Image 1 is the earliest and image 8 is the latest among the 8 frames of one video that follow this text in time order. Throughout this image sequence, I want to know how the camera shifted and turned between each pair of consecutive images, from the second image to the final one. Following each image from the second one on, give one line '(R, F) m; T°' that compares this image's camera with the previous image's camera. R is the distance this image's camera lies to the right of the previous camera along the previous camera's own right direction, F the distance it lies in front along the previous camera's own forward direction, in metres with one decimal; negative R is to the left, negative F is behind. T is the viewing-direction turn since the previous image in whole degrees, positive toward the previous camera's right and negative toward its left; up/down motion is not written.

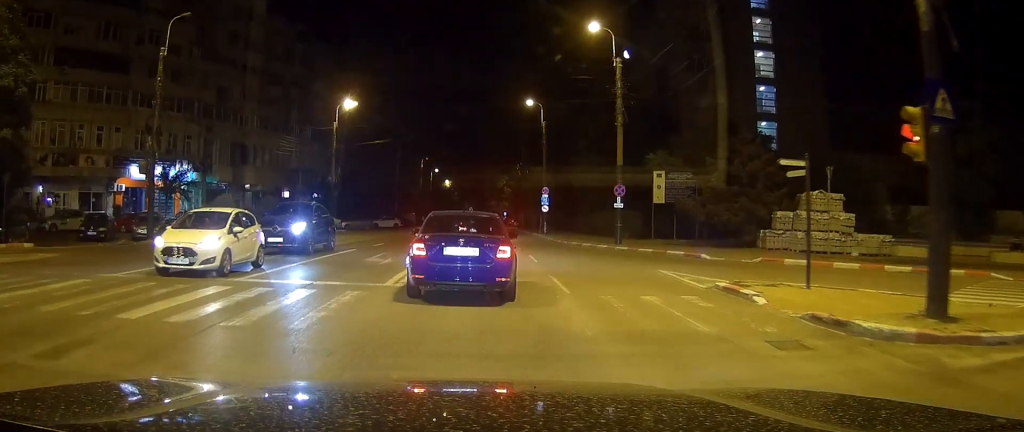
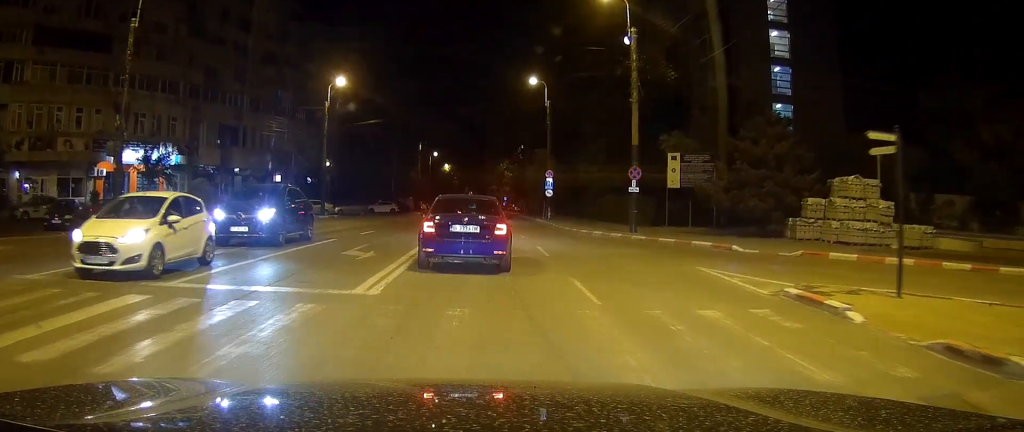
(0.0, +3.6) m; 0°
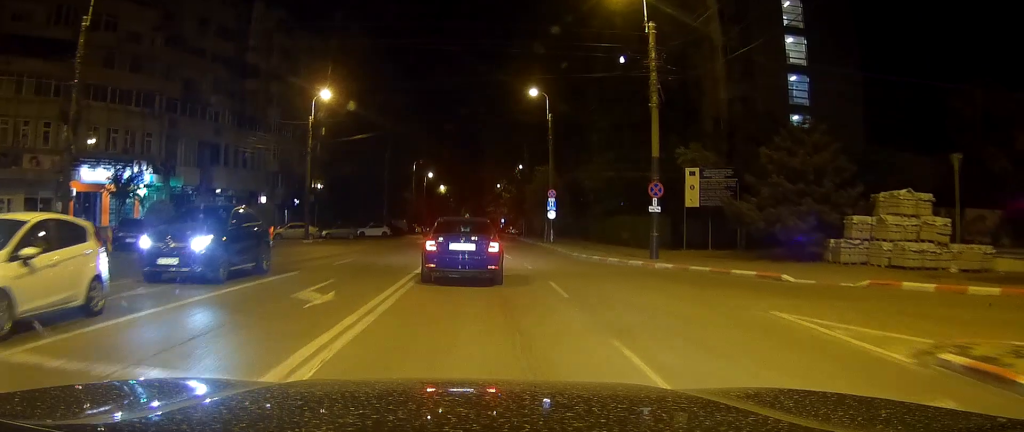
(0.0, +4.6) m; 0°
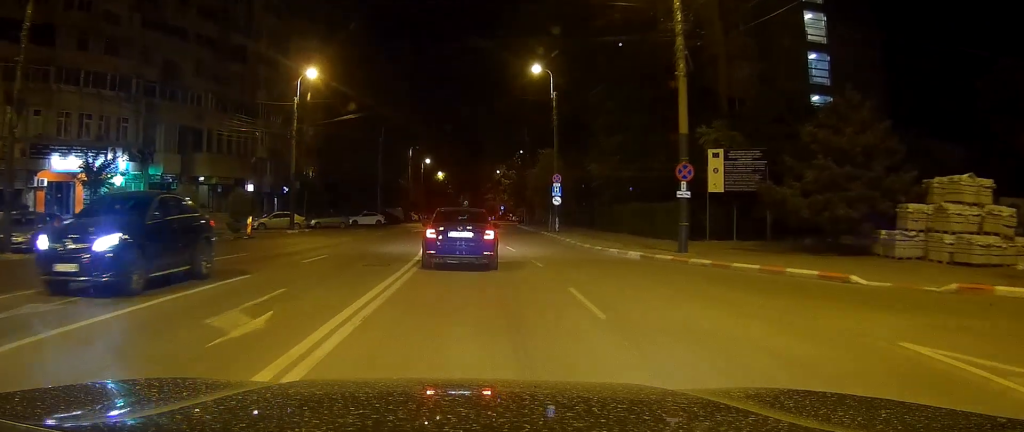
(0.0, +4.4) m; 0°
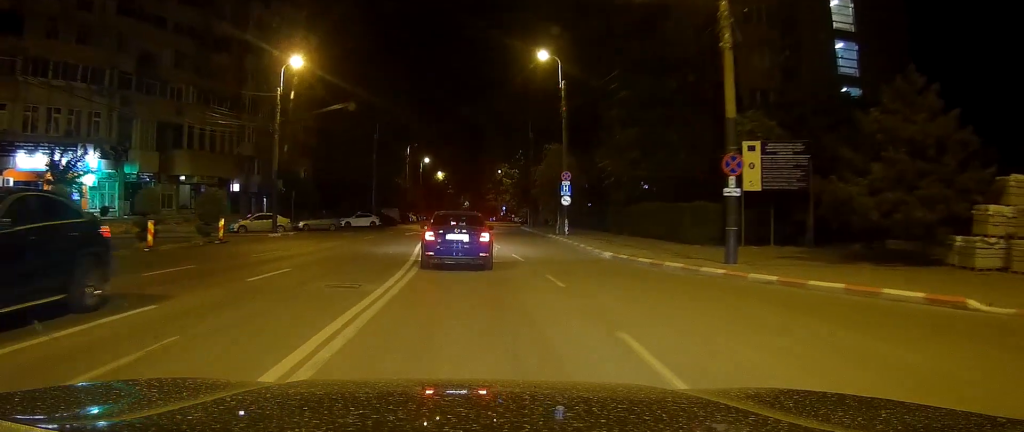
(0.0, +4.8) m; +1°
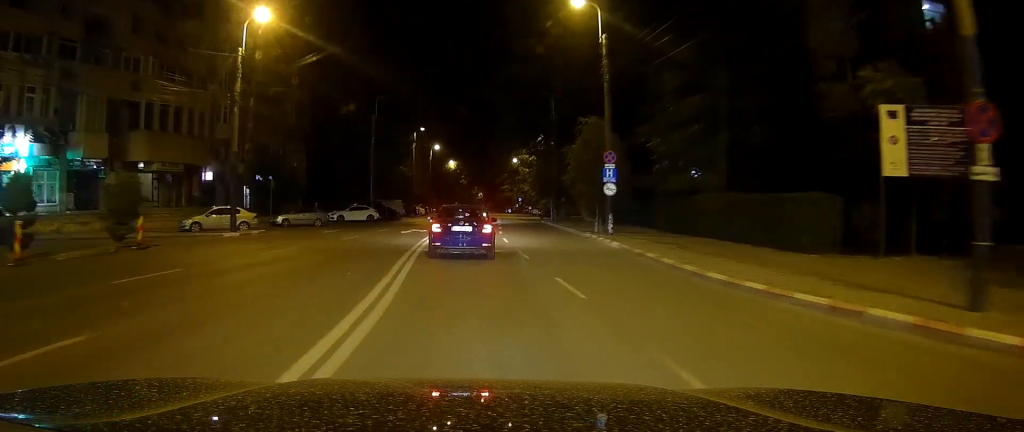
(+0.1, +10.7) m; 0°
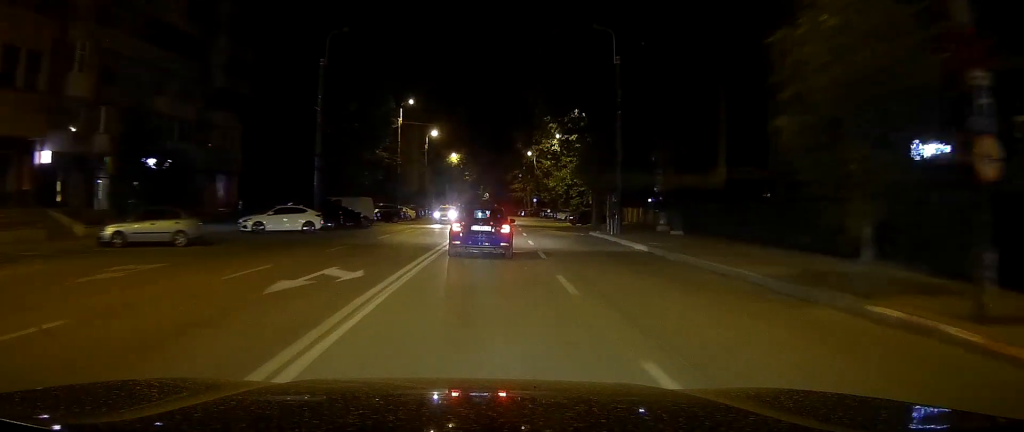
(0.0, +26.0) m; +1°
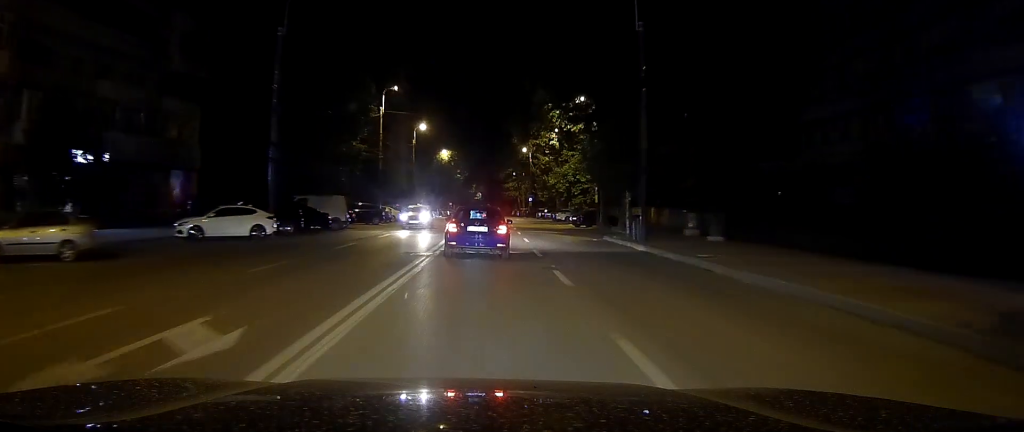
(0.0, +7.5) m; 0°
